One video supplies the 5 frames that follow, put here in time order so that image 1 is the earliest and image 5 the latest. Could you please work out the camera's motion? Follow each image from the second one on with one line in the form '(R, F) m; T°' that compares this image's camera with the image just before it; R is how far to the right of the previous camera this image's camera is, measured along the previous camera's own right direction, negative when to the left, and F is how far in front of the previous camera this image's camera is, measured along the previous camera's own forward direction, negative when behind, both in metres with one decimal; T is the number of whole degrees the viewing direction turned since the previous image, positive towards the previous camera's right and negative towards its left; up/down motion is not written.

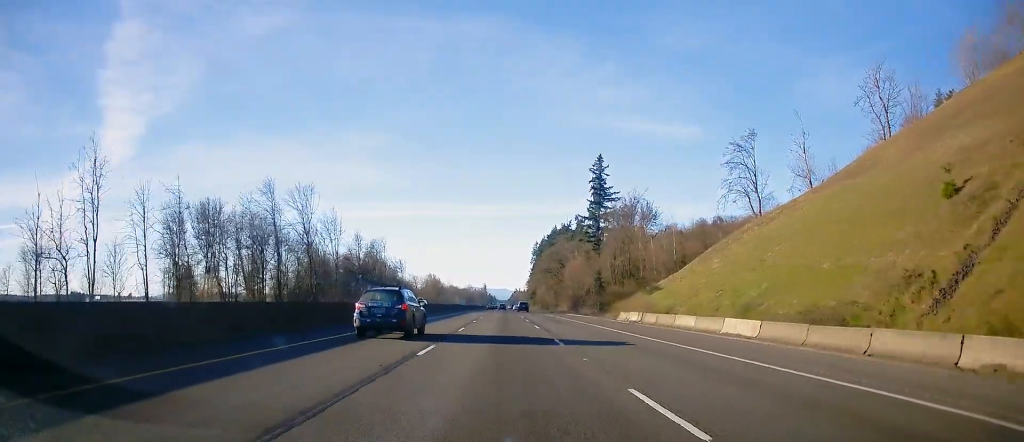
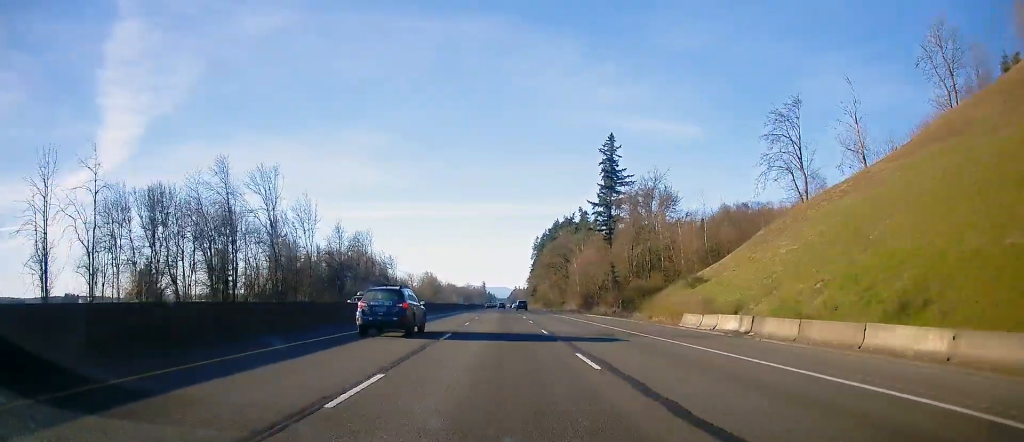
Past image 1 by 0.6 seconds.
(-0.3, +18.8) m; 0°
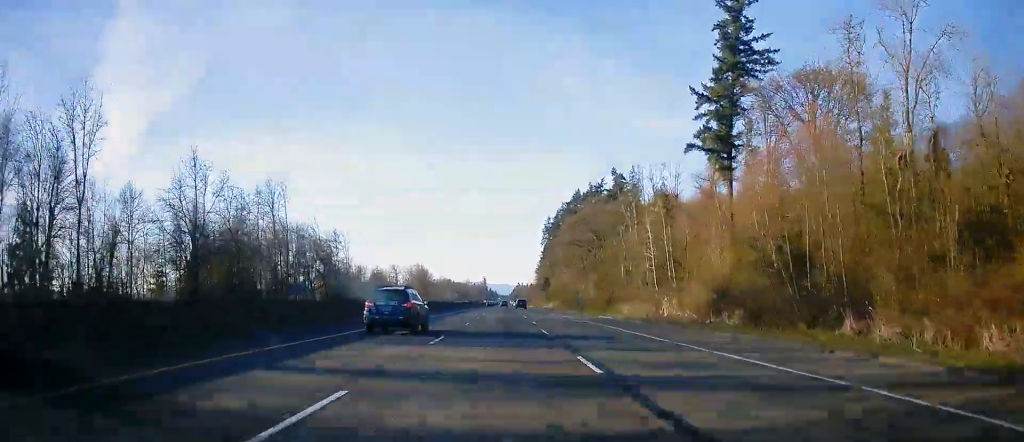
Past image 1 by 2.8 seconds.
(-0.3, +74.2) m; 0°
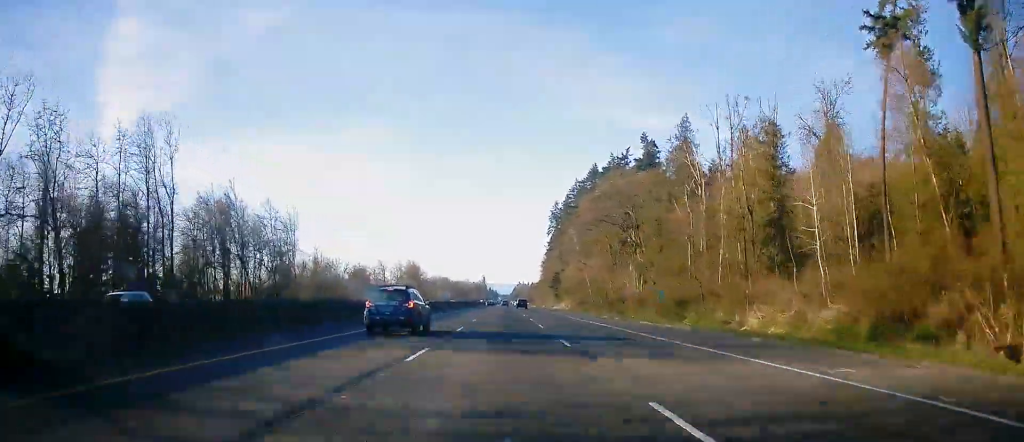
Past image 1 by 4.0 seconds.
(+0.2, +41.1) m; 0°
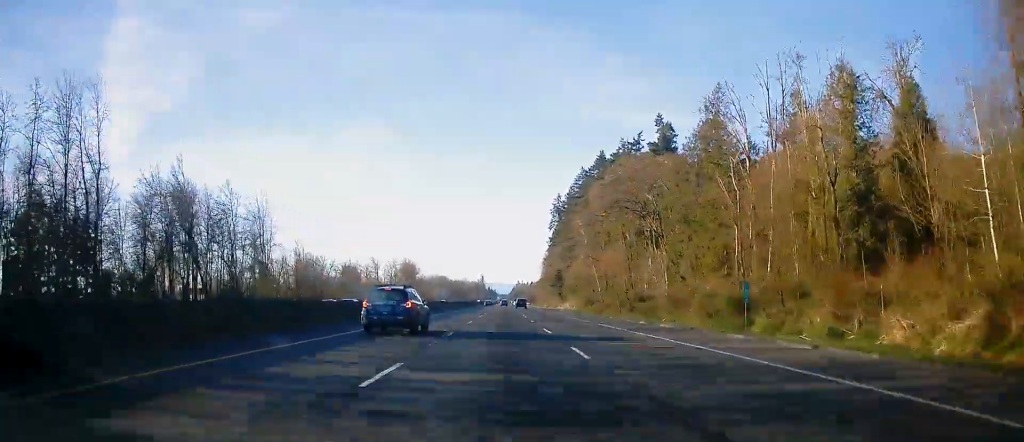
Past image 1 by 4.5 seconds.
(-0.1, +15.5) m; 0°
